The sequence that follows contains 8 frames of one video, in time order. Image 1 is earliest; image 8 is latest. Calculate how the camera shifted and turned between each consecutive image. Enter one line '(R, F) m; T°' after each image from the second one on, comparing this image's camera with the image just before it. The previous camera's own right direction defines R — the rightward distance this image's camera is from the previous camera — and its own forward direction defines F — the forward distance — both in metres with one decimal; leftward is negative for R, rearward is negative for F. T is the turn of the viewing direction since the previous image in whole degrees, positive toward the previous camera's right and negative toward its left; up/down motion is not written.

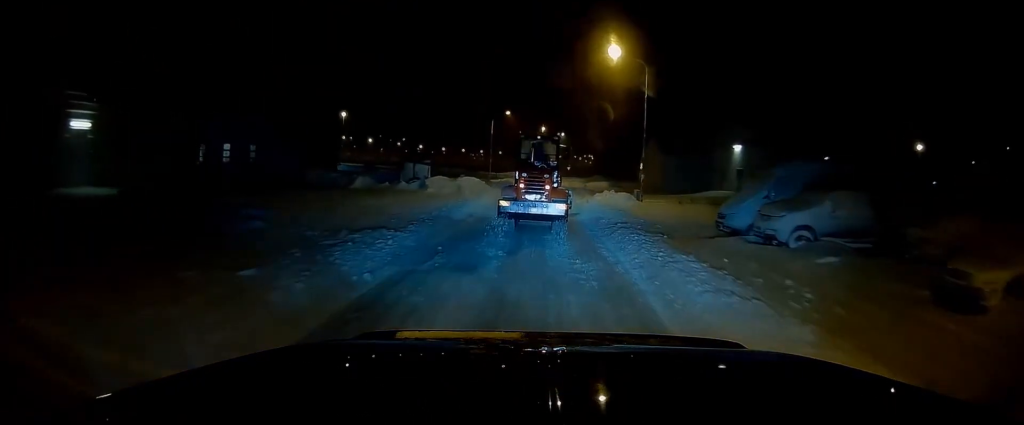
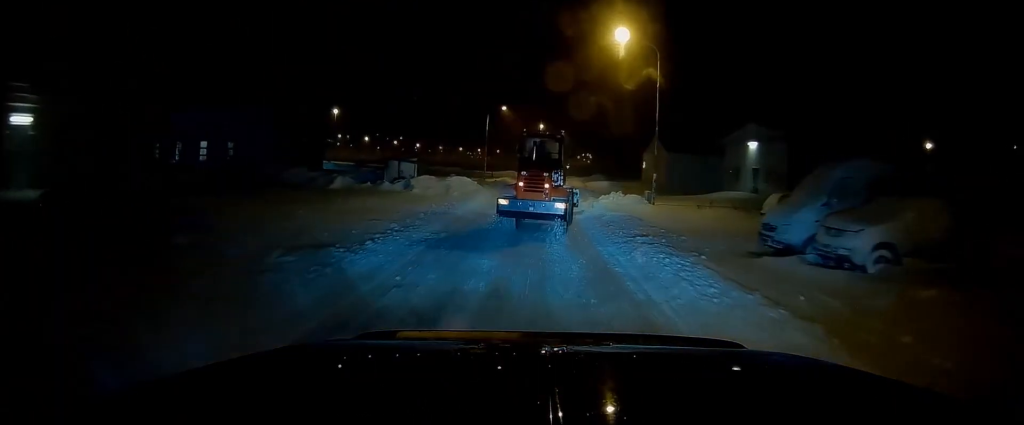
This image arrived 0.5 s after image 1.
(-0.1, +3.6) m; 0°
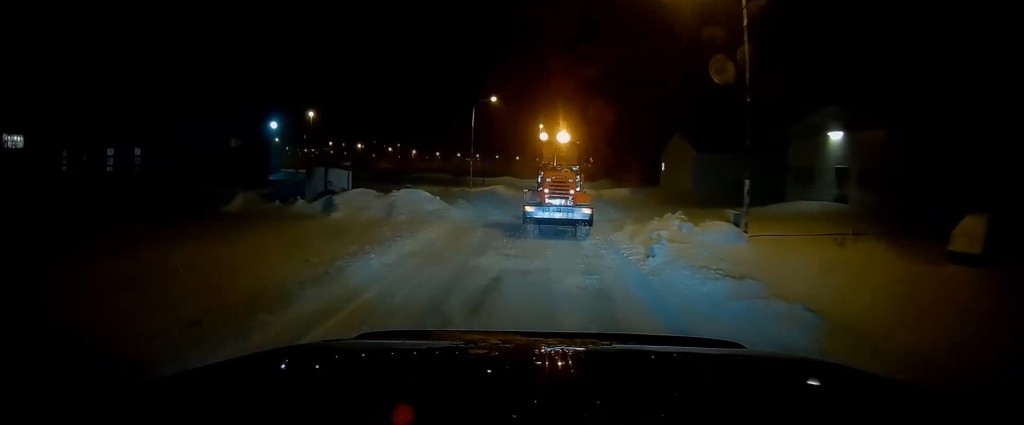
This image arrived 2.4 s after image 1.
(0.0, +12.1) m; -1°
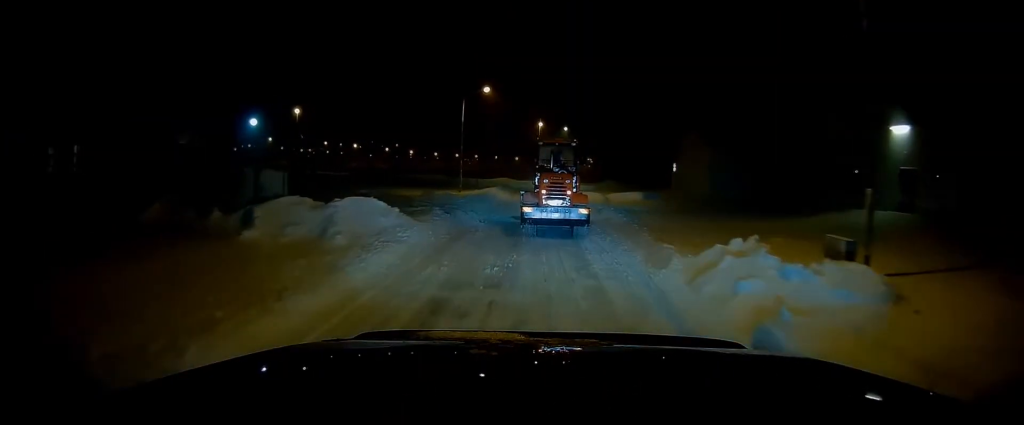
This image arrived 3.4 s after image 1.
(-0.1, +6.0) m; +1°
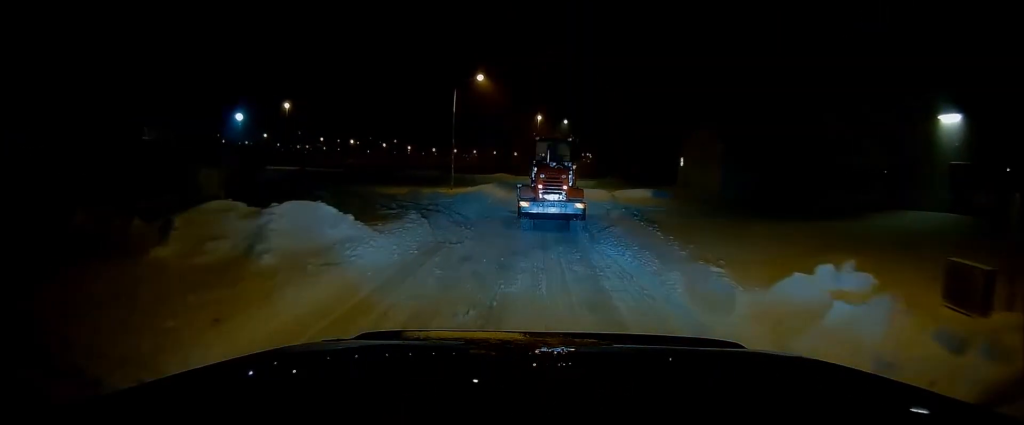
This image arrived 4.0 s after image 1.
(0.0, +3.6) m; +1°
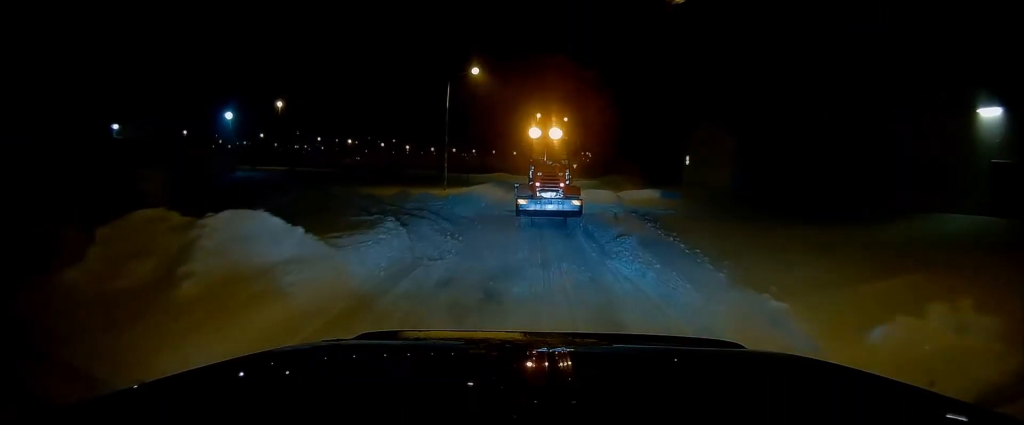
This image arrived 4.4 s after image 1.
(+0.1, +2.5) m; 0°
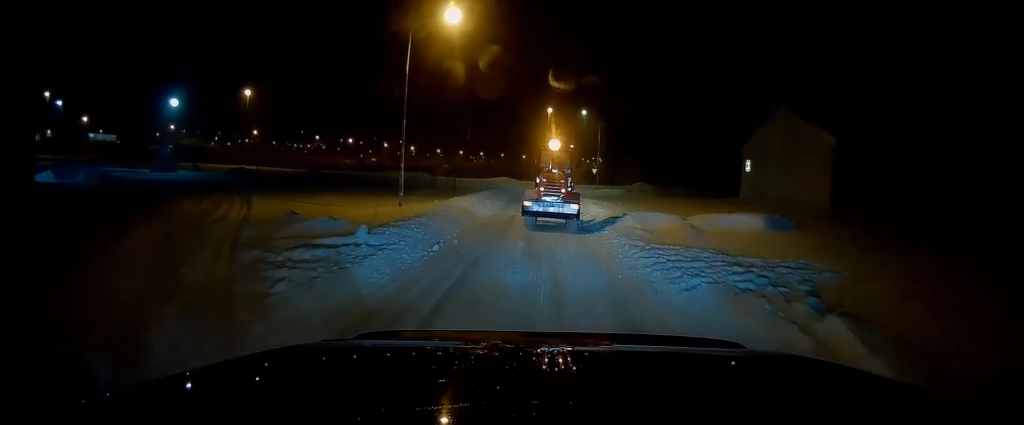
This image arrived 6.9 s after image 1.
(-0.1, +13.8) m; -2°
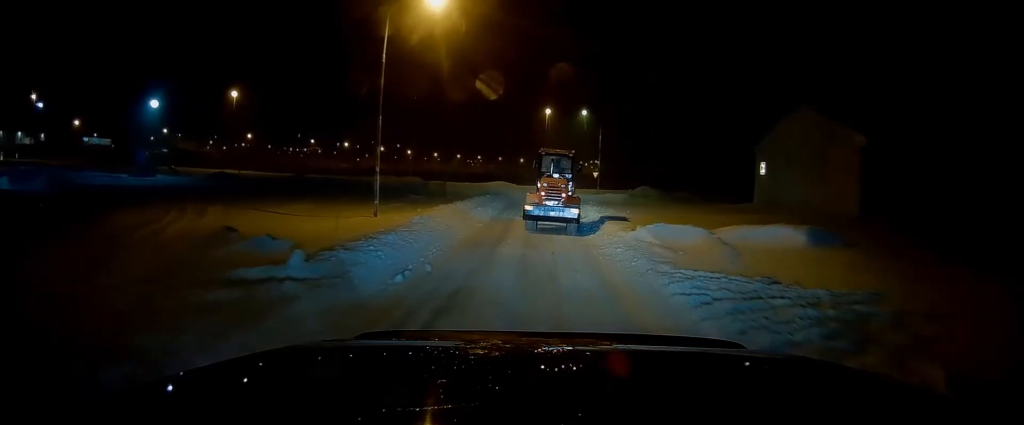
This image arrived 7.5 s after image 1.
(-0.1, +3.2) m; 0°
